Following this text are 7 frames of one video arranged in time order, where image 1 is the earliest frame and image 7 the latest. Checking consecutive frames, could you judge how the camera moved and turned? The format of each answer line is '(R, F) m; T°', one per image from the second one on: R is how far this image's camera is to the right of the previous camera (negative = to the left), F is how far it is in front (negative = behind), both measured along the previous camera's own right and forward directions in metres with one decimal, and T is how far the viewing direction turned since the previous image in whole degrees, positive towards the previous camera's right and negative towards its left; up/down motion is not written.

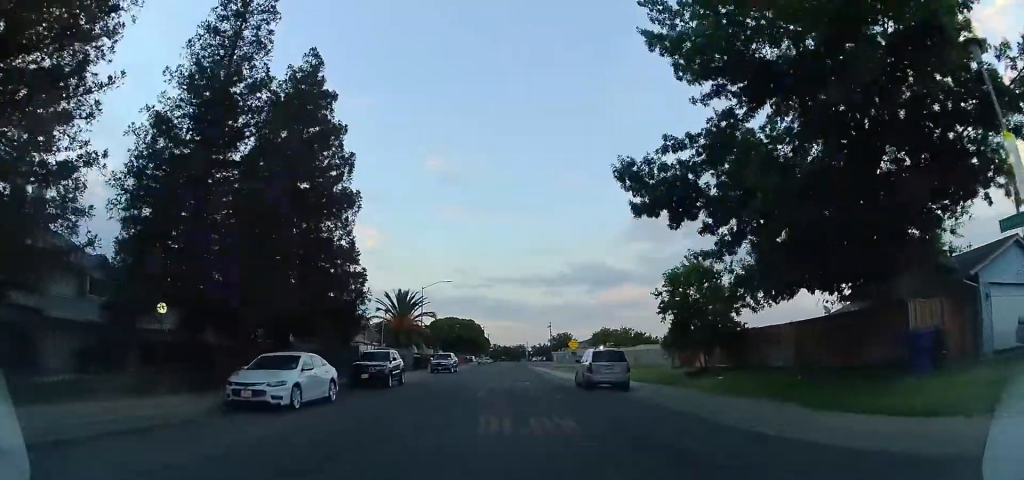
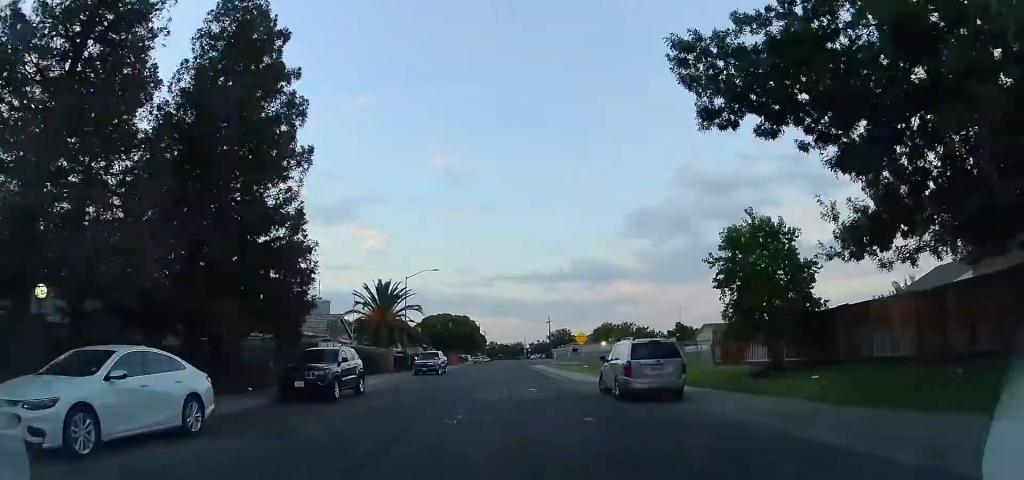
(0.0, +7.1) m; 0°
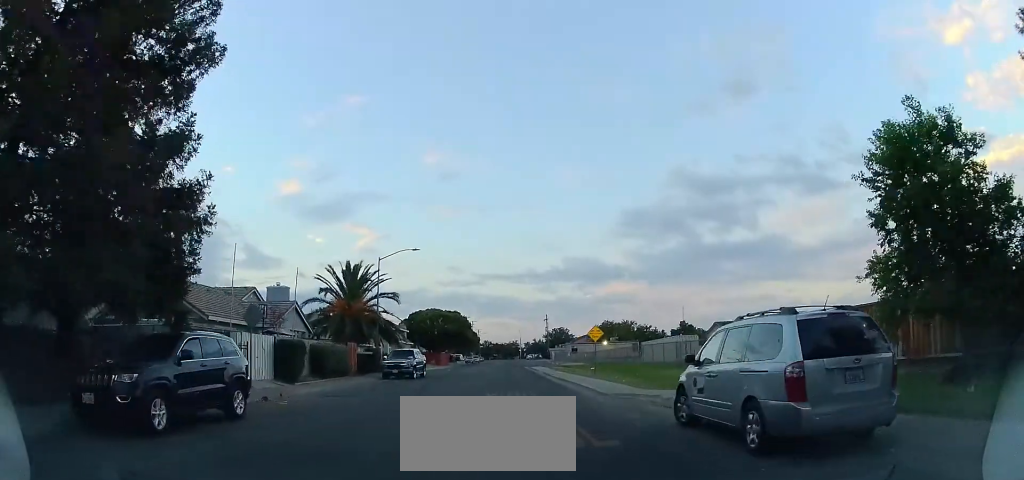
(0.0, +8.9) m; 0°
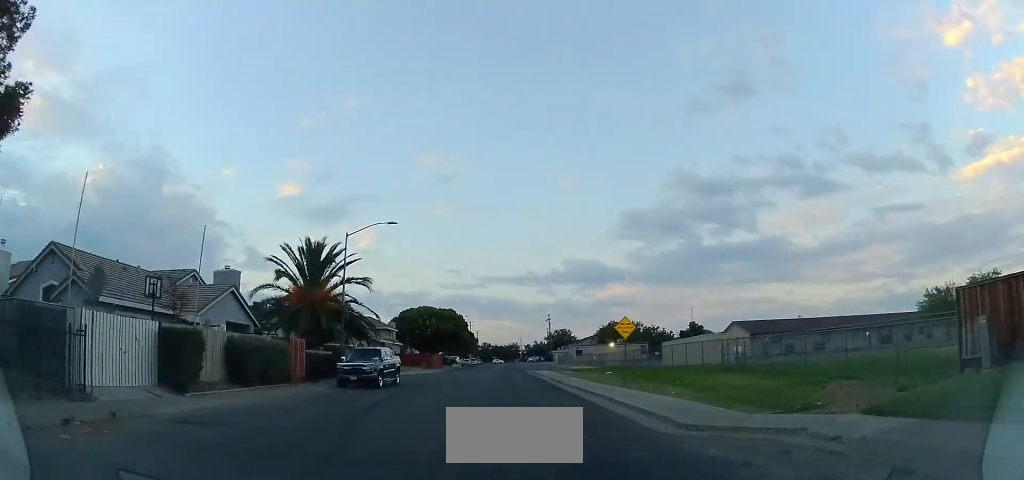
(0.0, +8.6) m; 0°
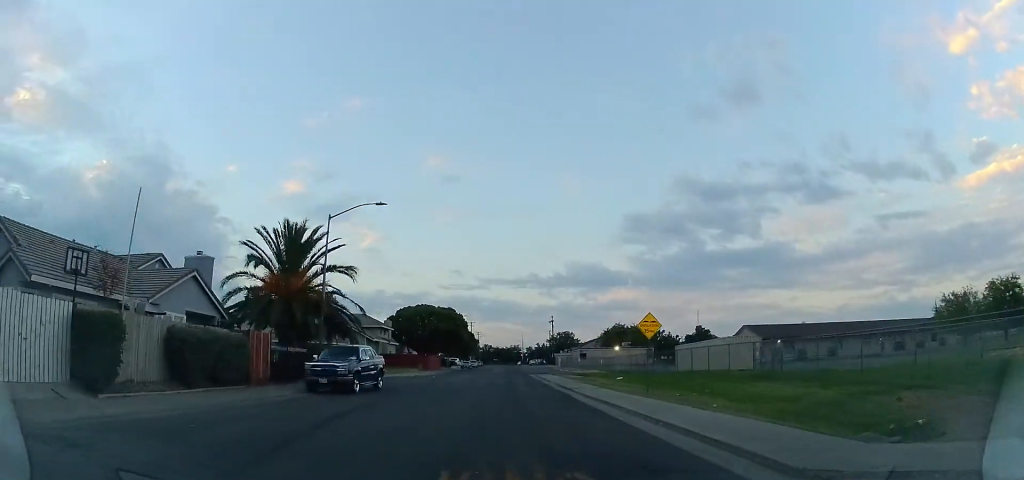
(0.0, +4.0) m; 0°
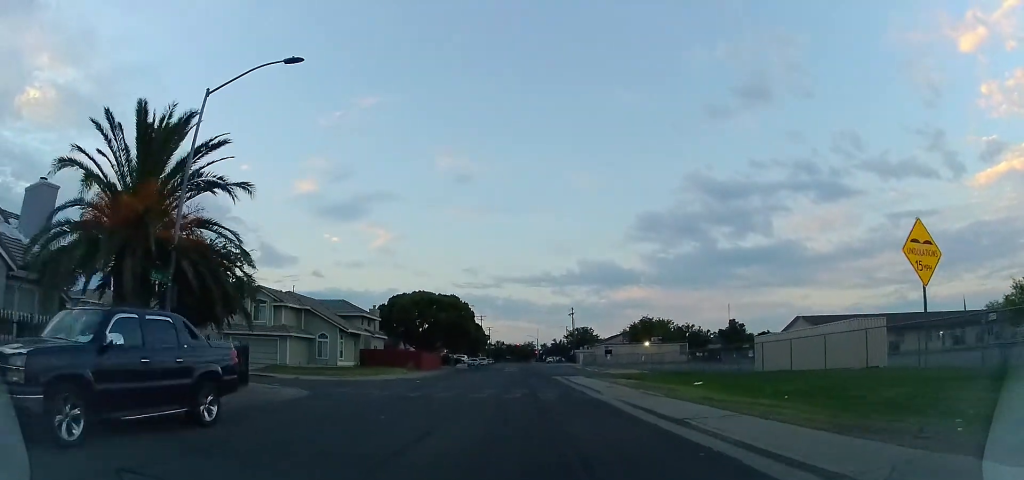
(0.0, +14.3) m; 0°
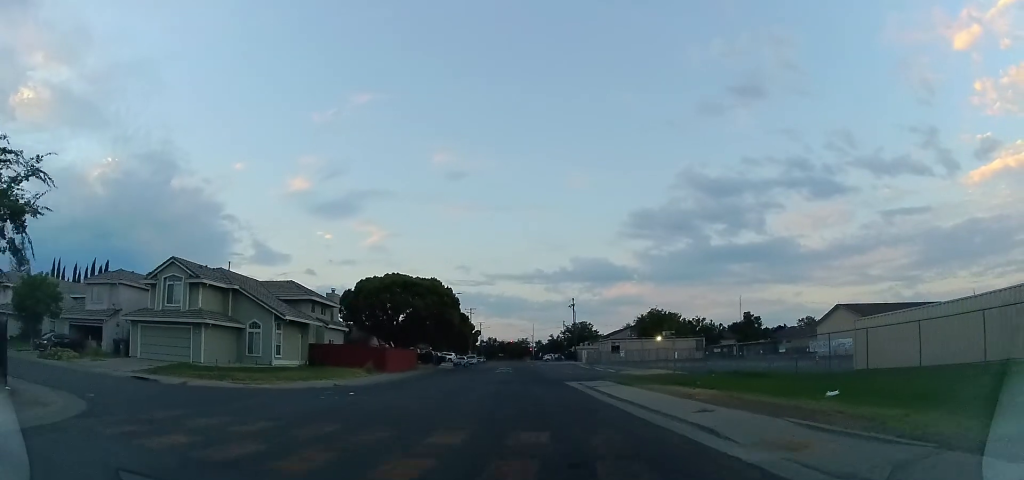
(0.0, +12.4) m; 0°
